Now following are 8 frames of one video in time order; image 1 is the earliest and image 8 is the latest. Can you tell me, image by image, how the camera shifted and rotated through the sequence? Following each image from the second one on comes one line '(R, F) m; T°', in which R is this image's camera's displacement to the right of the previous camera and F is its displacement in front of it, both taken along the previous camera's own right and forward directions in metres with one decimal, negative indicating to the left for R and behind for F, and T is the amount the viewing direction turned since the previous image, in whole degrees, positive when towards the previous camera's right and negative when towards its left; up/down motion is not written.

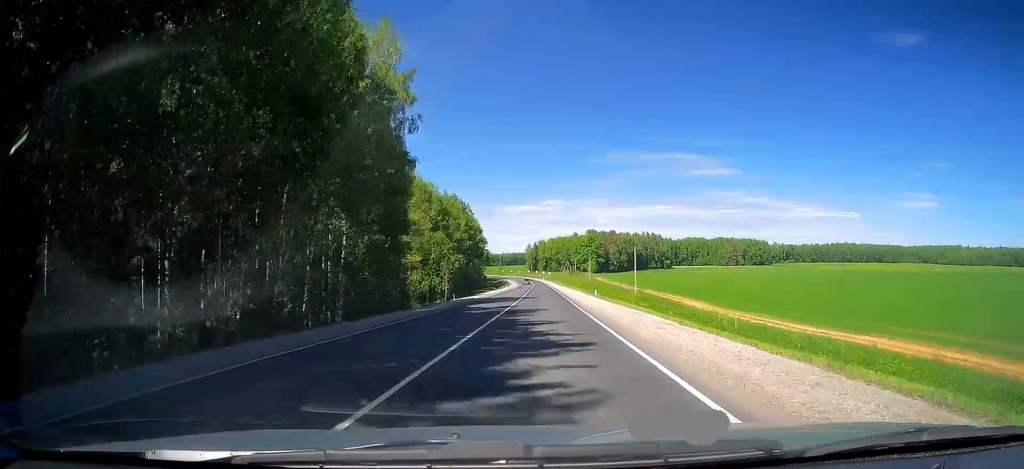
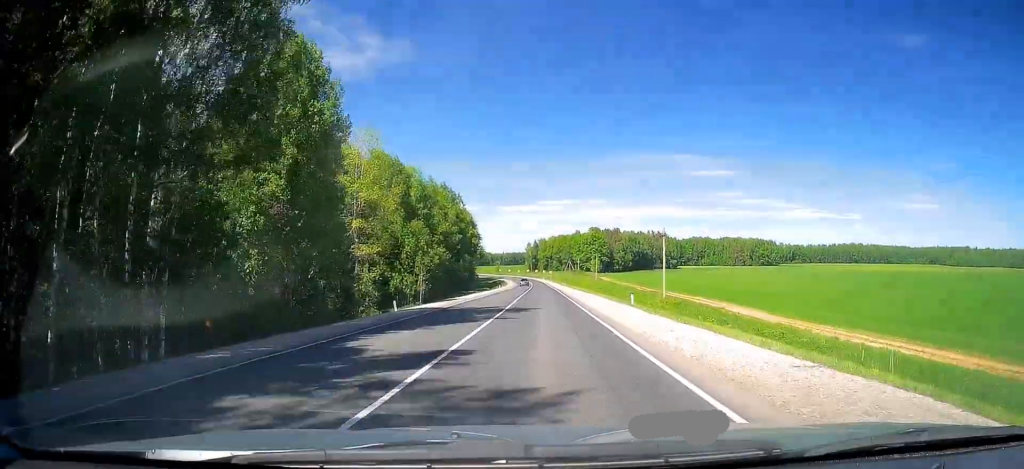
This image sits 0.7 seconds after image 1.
(-0.4, +20.4) m; 0°
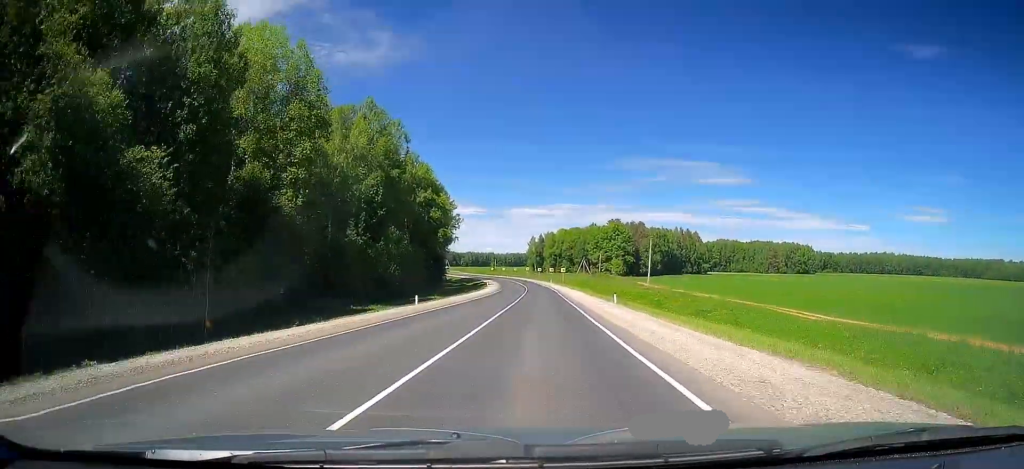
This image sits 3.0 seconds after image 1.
(+0.1, +72.2) m; 0°
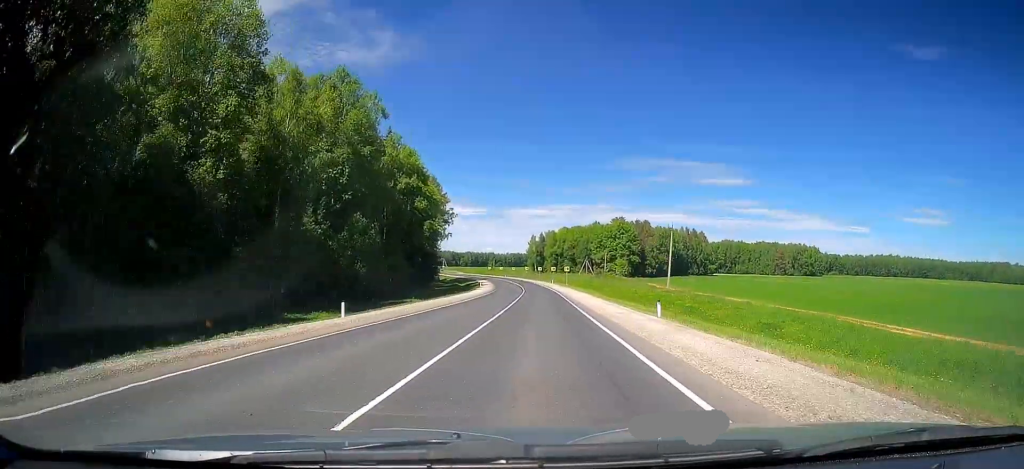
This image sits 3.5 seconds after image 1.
(-0.1, +13.3) m; 0°
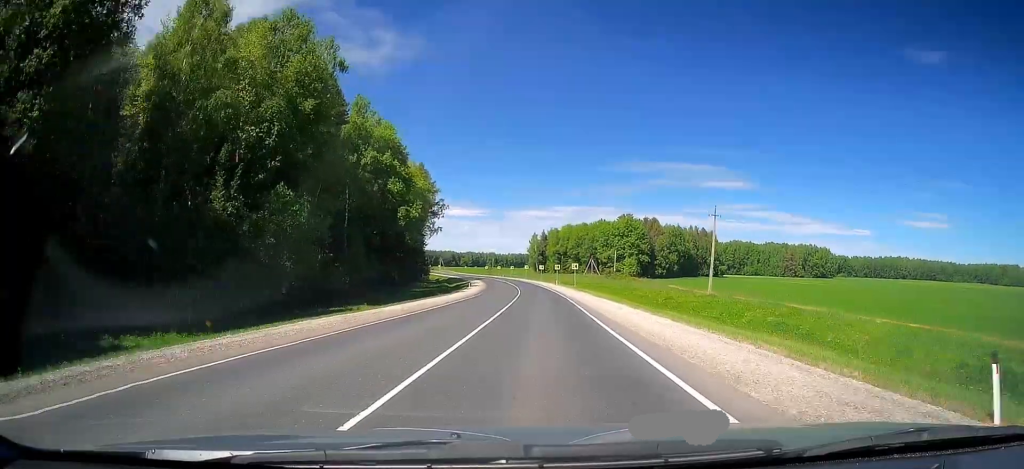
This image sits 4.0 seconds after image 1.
(0.0, +17.4) m; 0°
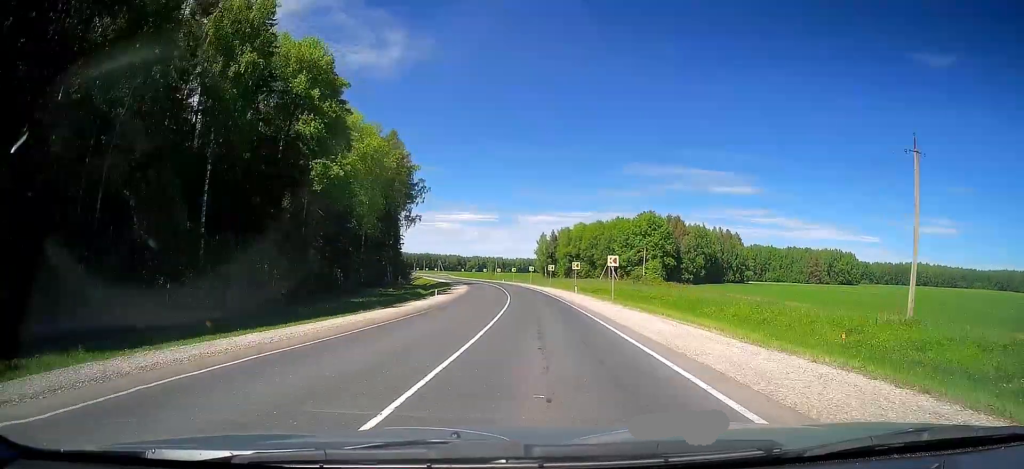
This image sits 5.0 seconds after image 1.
(-0.2, +30.9) m; 0°
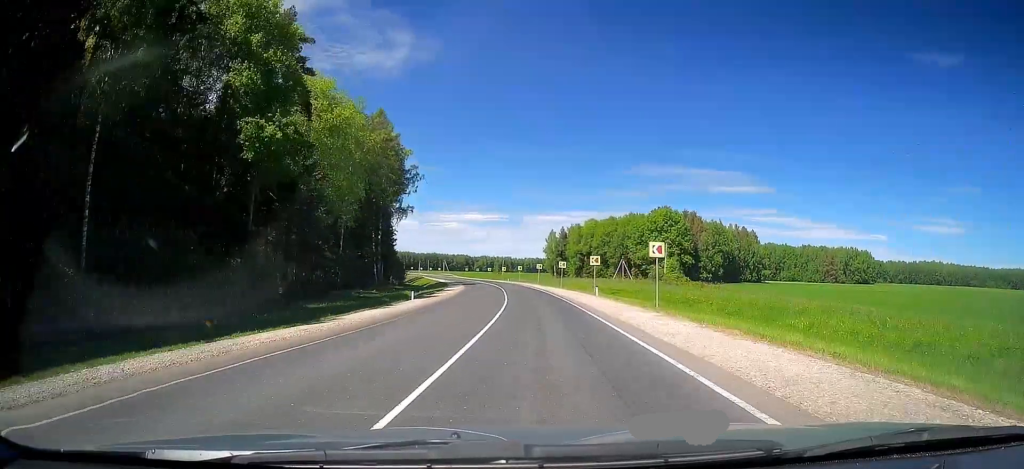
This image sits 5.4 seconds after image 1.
(0.0, +12.4) m; -1°
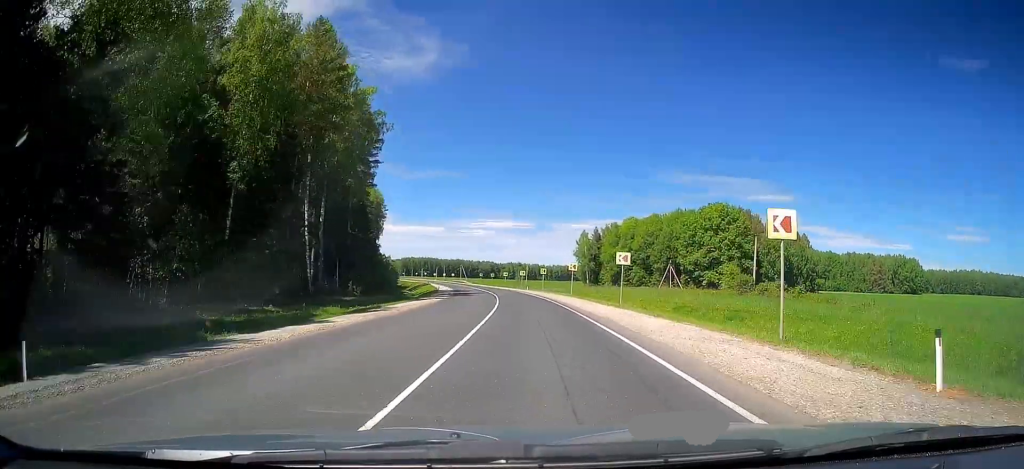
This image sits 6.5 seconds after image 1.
(-0.4, +33.0) m; -3°
